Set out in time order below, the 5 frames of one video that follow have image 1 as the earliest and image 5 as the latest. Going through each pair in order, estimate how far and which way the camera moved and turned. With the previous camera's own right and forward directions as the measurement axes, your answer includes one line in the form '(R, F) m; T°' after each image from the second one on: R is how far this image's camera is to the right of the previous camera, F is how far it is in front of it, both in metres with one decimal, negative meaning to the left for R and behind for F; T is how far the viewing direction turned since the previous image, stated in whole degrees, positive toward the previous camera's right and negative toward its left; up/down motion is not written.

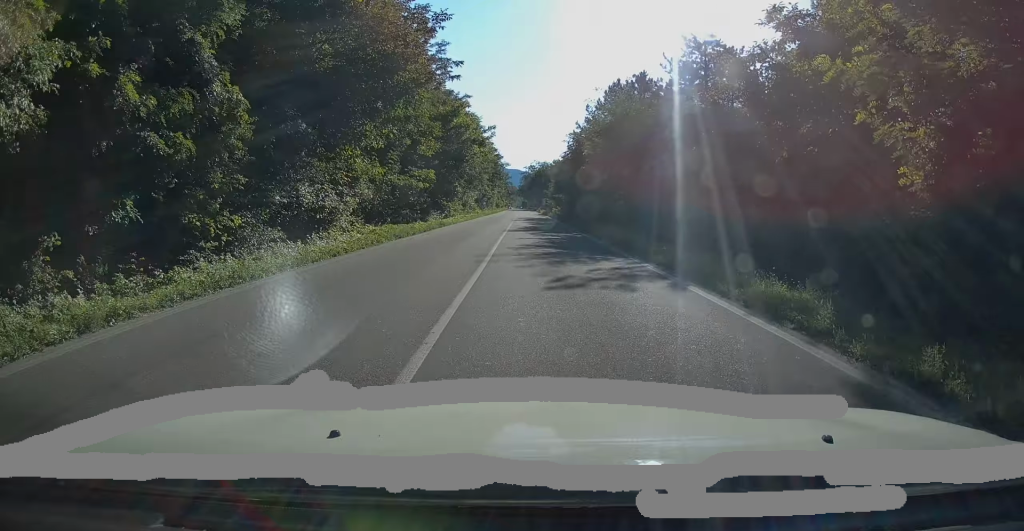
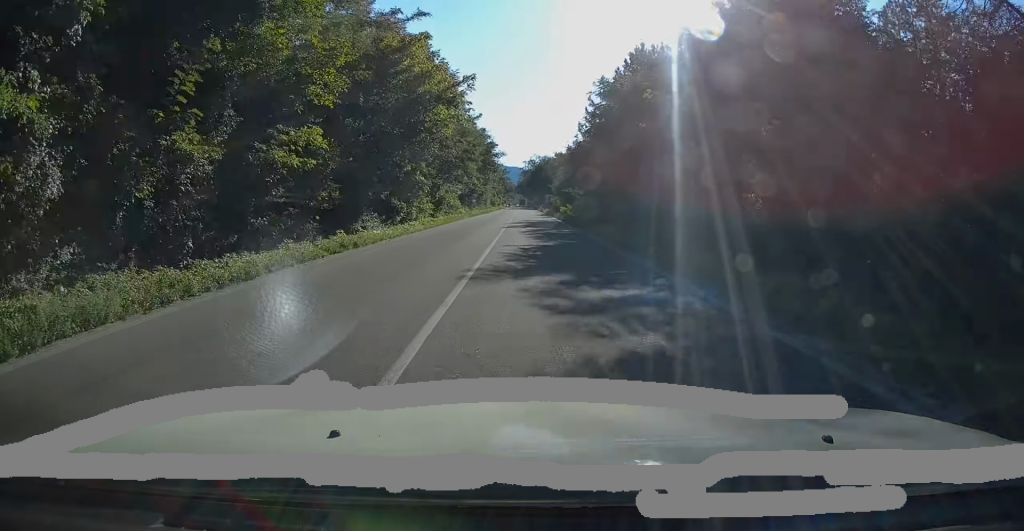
(0.0, +17.4) m; 0°
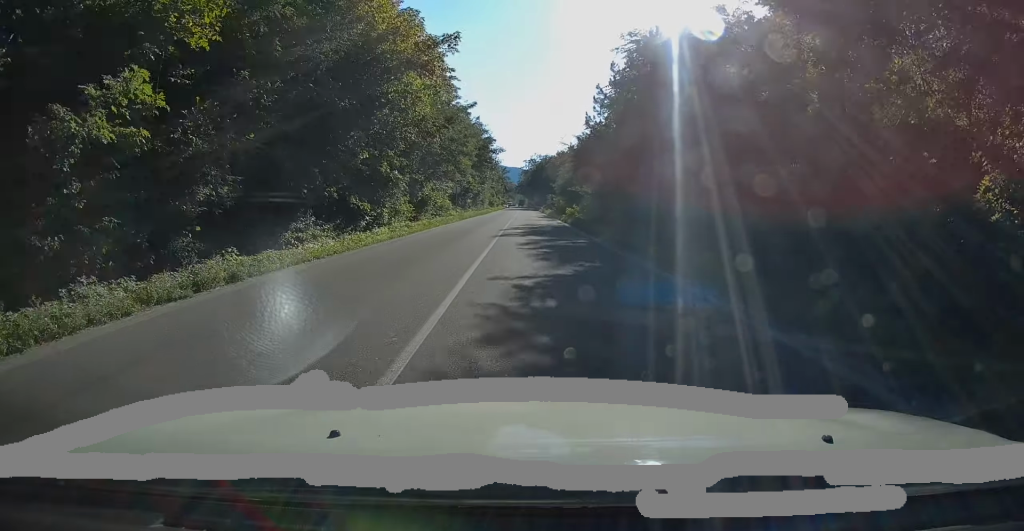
(0.0, +7.2) m; -1°
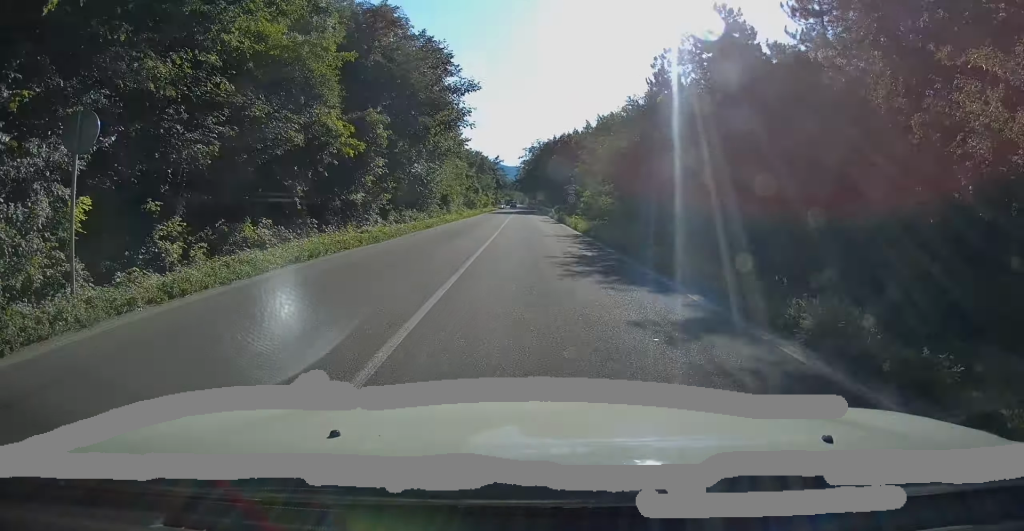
(-0.2, +43.8) m; +1°
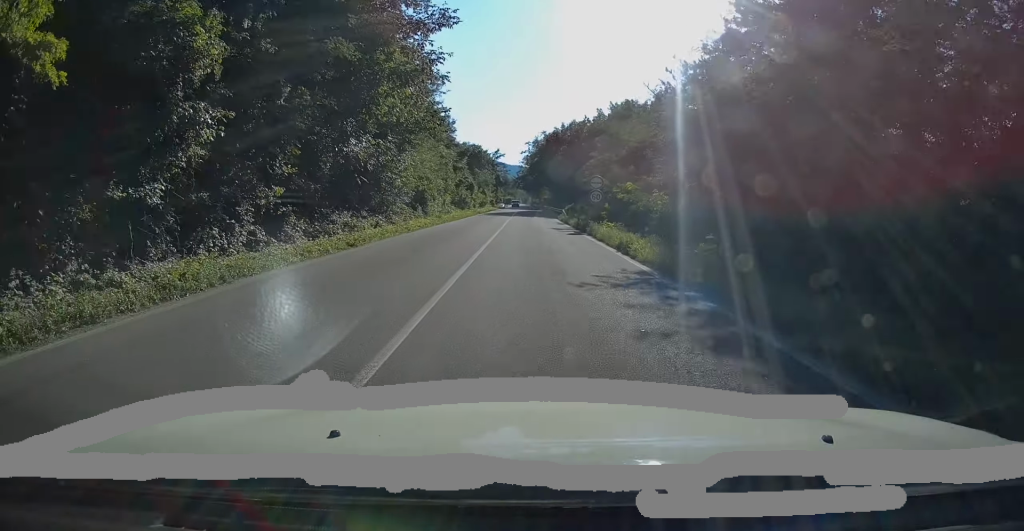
(0.0, +13.8) m; 0°
